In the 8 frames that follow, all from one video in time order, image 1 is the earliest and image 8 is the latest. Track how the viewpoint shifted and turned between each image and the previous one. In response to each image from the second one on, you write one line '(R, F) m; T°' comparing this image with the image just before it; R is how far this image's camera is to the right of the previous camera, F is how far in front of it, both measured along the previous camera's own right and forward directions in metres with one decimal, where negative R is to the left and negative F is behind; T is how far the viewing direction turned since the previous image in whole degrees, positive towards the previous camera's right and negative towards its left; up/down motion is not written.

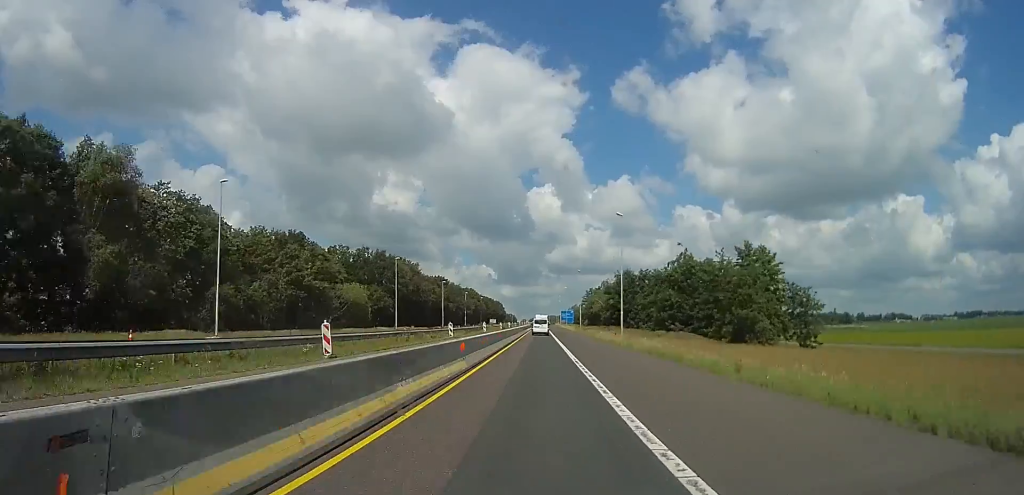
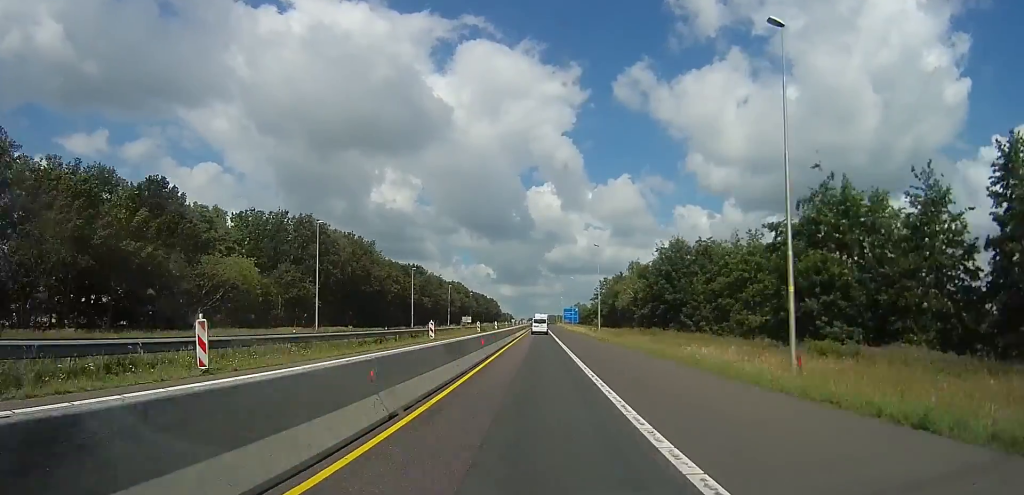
(+0.8, +31.7) m; 0°
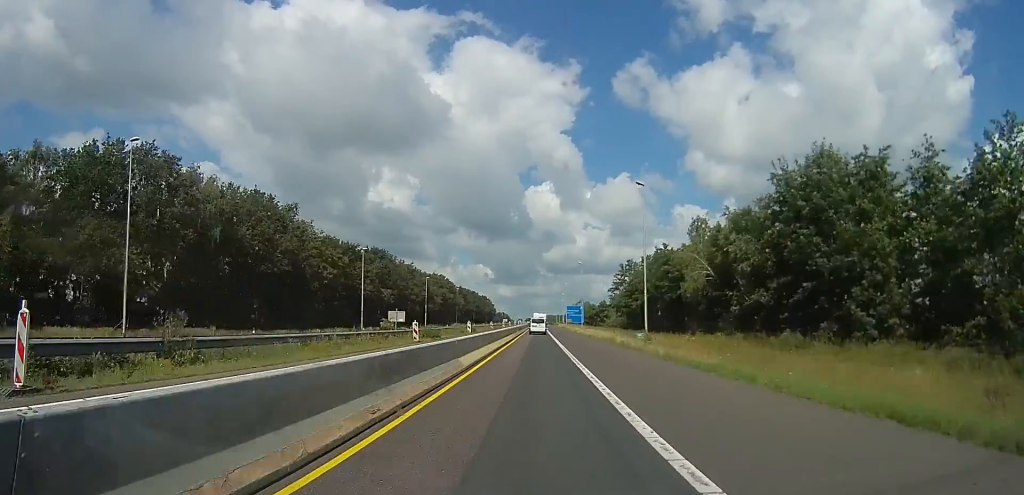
(-0.6, +29.2) m; +1°
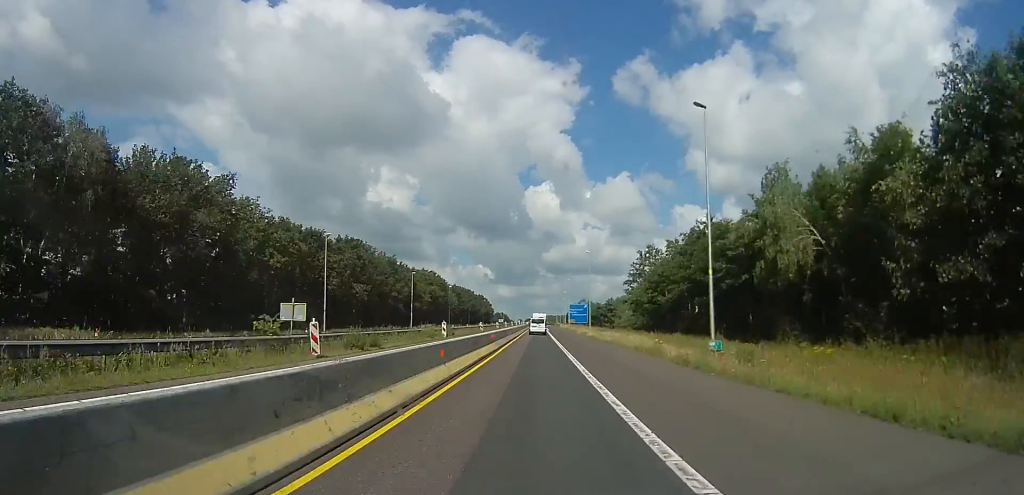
(+1.1, +13.7) m; 0°
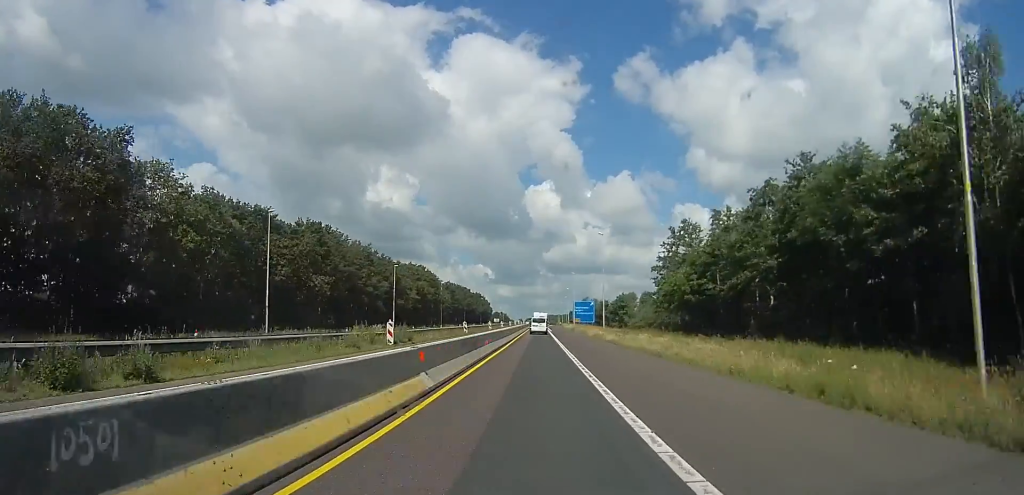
(-0.8, +14.4) m; -1°
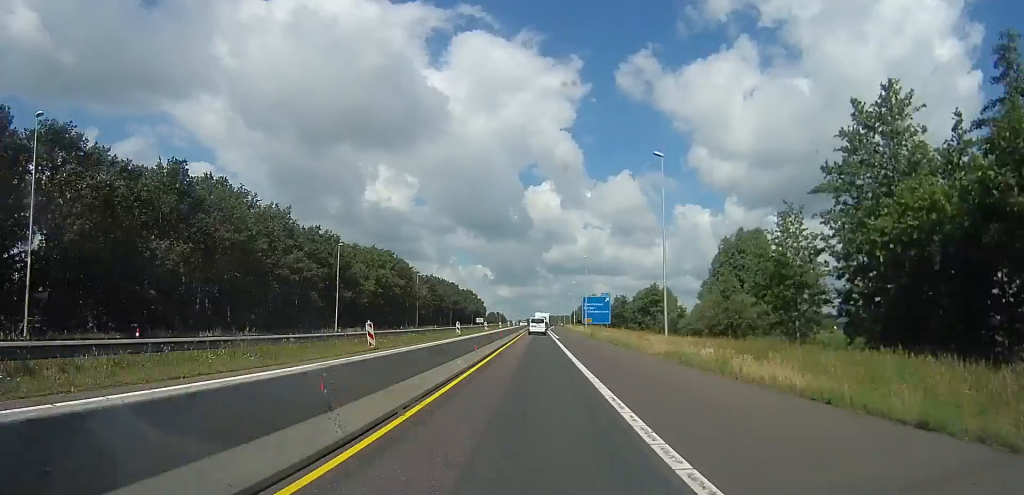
(+0.2, +28.1) m; 0°
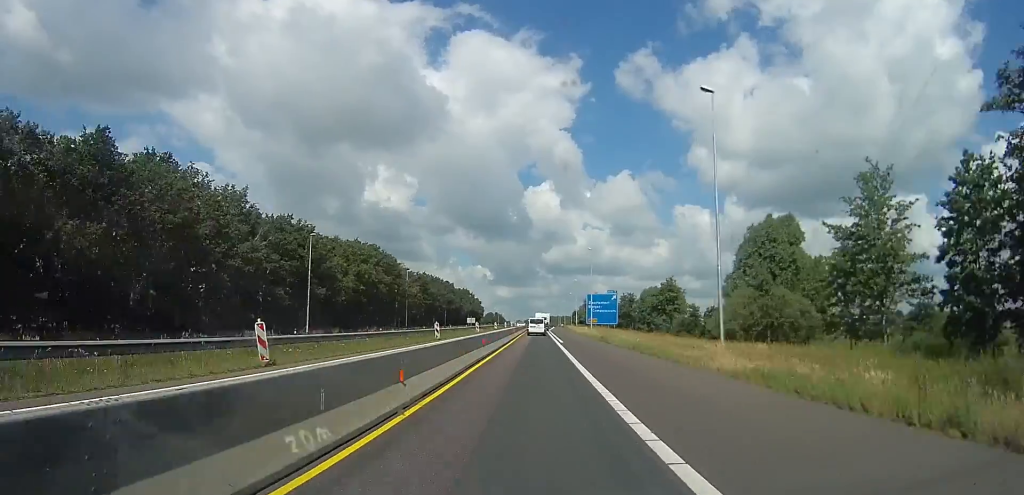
(0.0, +9.1) m; 0°
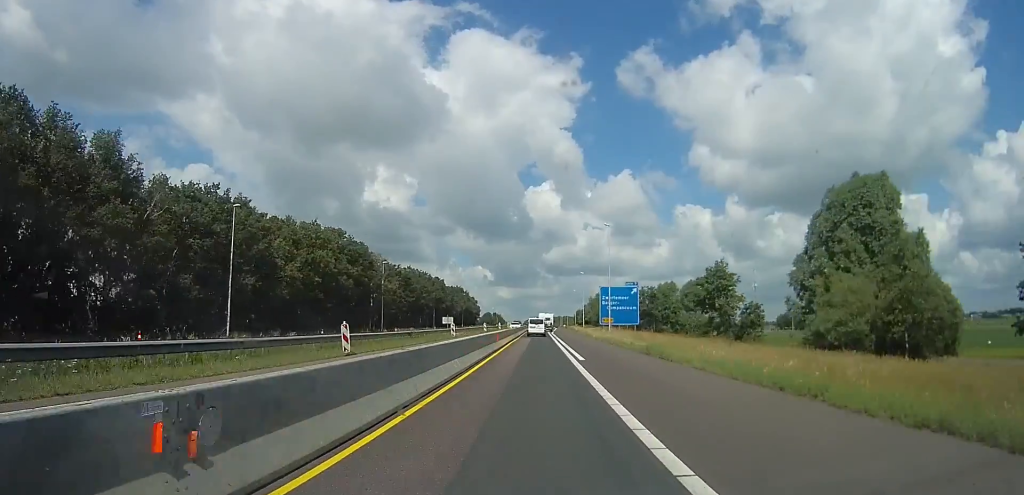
(-1.1, +17.3) m; +1°
